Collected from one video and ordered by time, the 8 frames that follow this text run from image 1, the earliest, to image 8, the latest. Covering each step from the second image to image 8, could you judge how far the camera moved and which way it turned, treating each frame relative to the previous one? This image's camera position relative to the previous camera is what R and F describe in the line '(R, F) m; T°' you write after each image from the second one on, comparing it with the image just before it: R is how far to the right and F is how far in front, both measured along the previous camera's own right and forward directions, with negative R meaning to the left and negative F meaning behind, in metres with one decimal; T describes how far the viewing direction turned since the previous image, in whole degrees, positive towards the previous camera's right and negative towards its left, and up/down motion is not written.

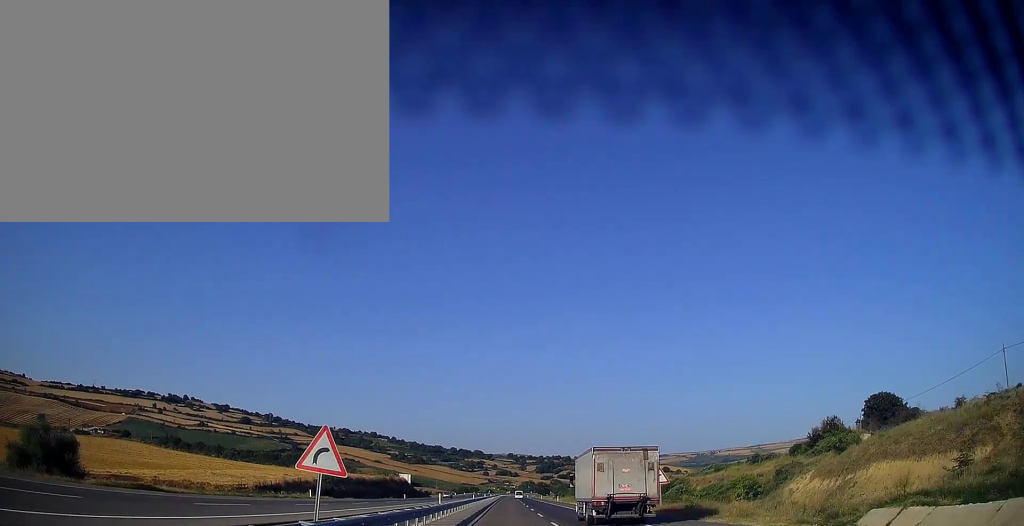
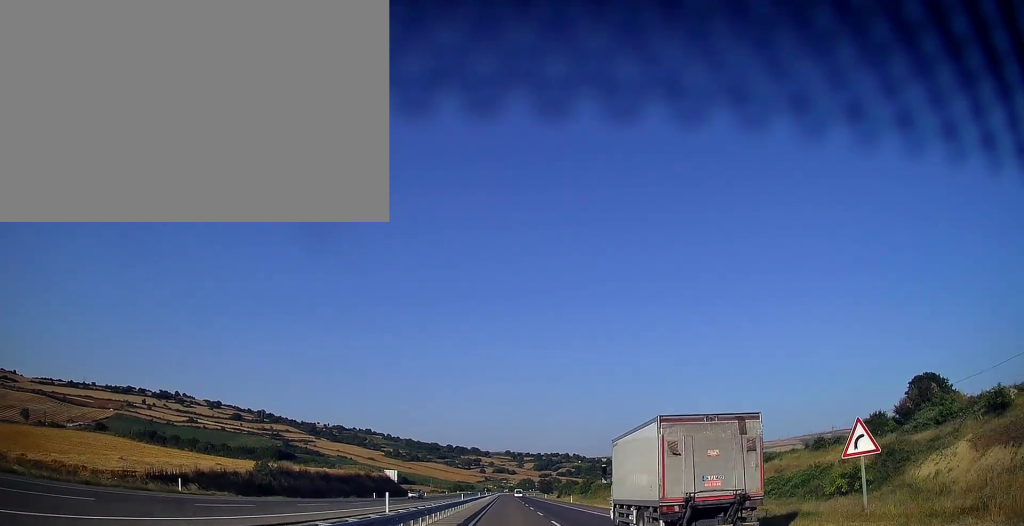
(-0.1, +23.7) m; 0°
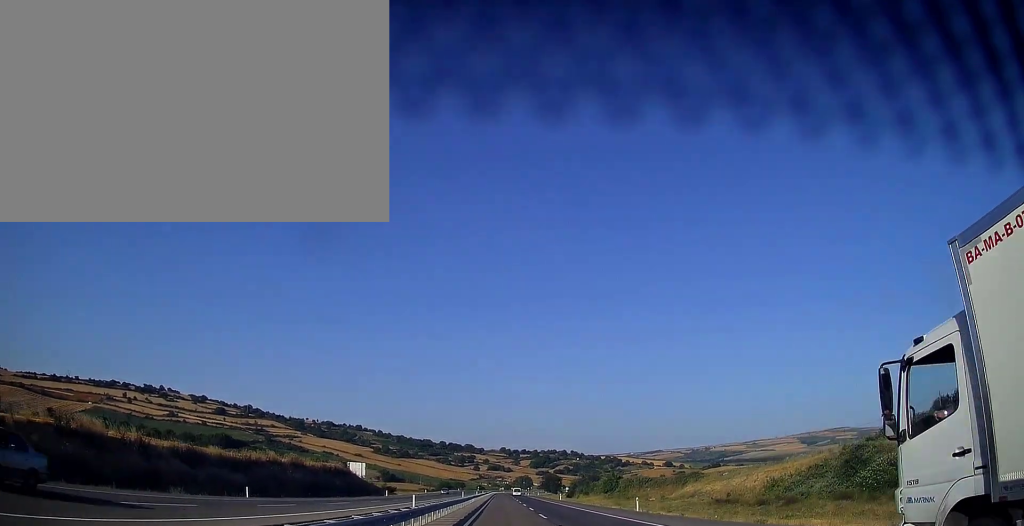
(+0.1, +41.5) m; 0°
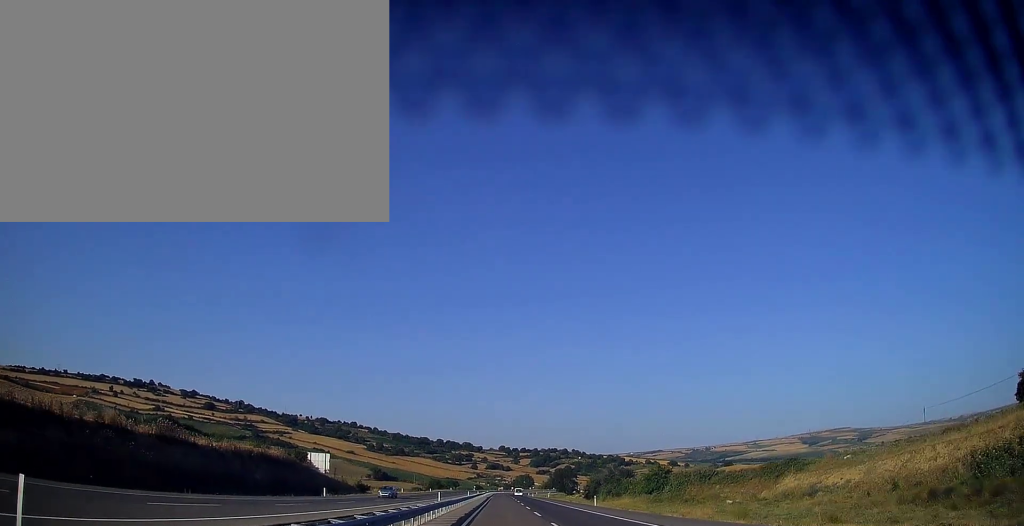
(+0.1, +33.6) m; 0°
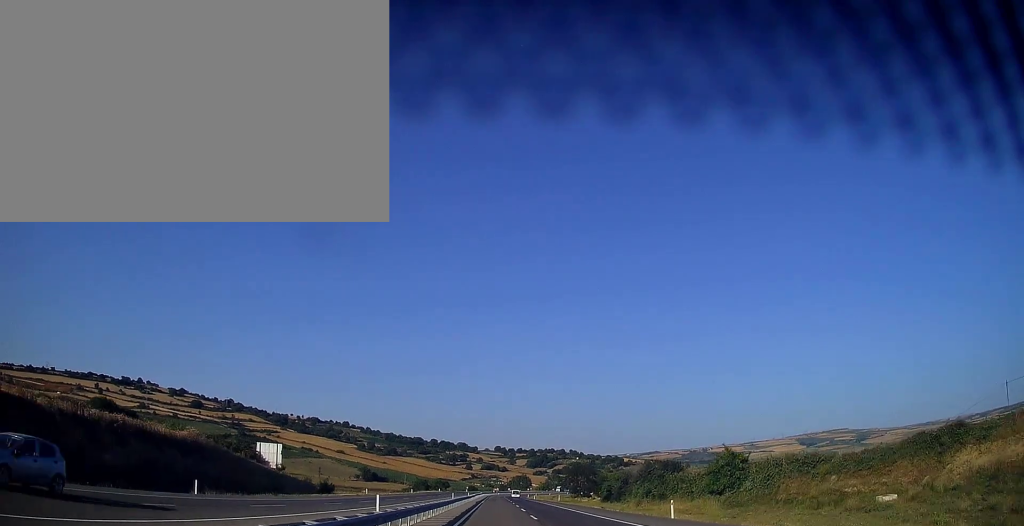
(+0.1, +26.6) m; 0°
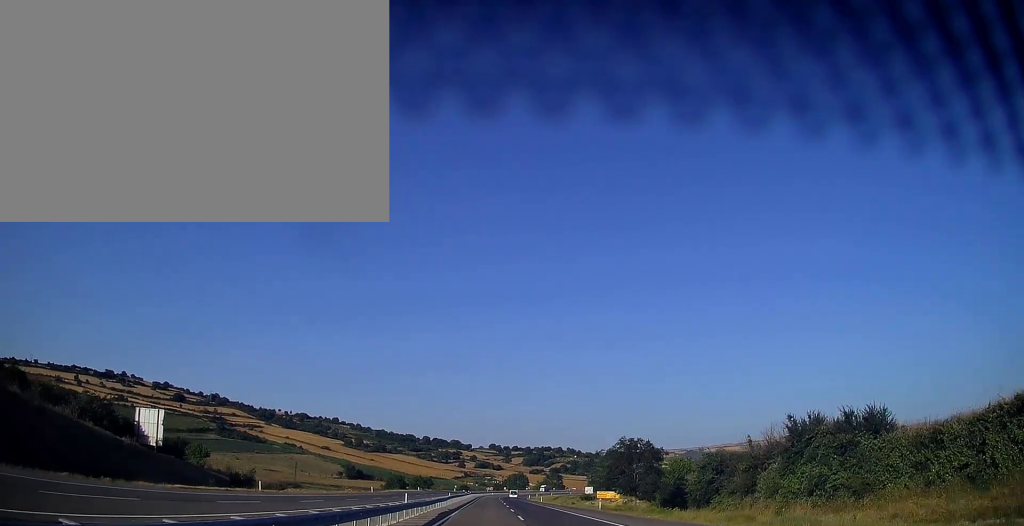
(+0.2, +37.5) m; +1°
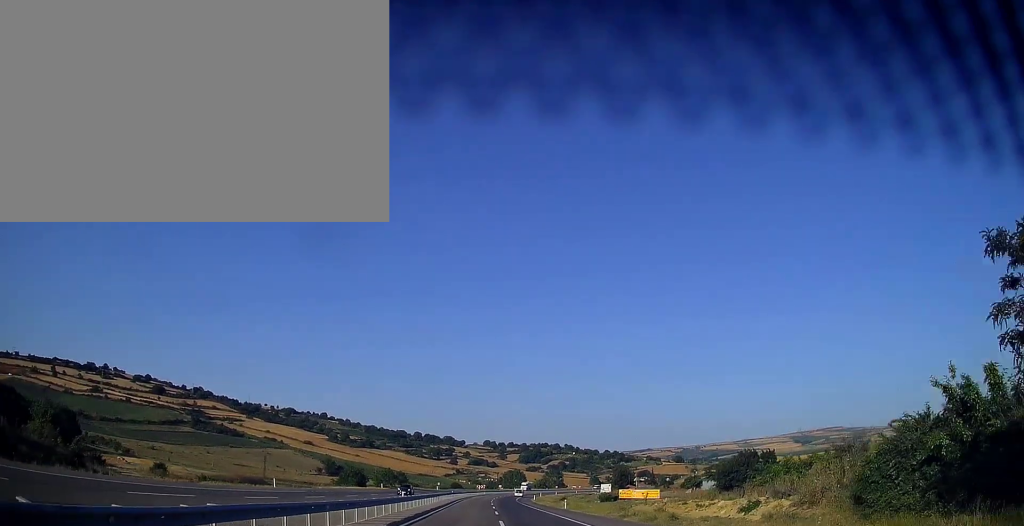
(+0.2, +41.6) m; 0°
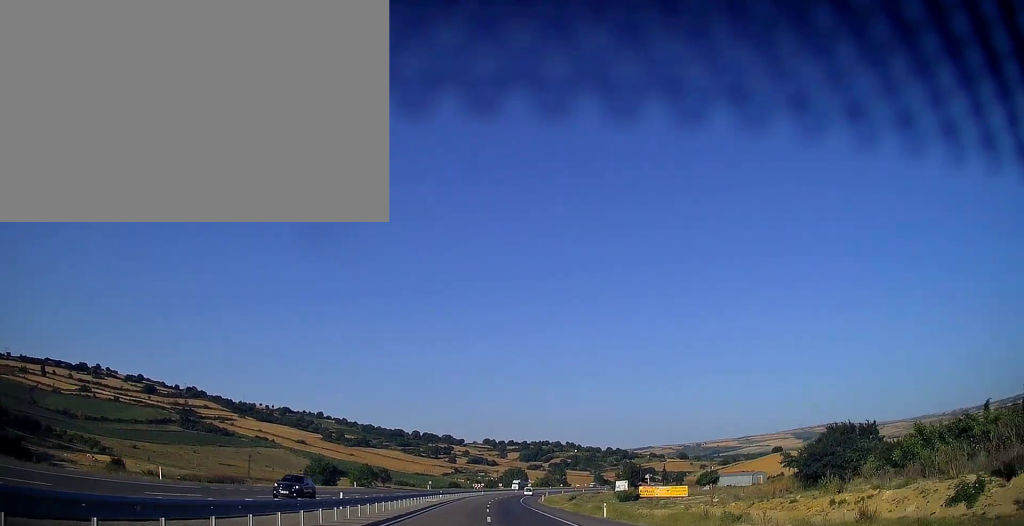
(0.0, +20.9) m; 0°
